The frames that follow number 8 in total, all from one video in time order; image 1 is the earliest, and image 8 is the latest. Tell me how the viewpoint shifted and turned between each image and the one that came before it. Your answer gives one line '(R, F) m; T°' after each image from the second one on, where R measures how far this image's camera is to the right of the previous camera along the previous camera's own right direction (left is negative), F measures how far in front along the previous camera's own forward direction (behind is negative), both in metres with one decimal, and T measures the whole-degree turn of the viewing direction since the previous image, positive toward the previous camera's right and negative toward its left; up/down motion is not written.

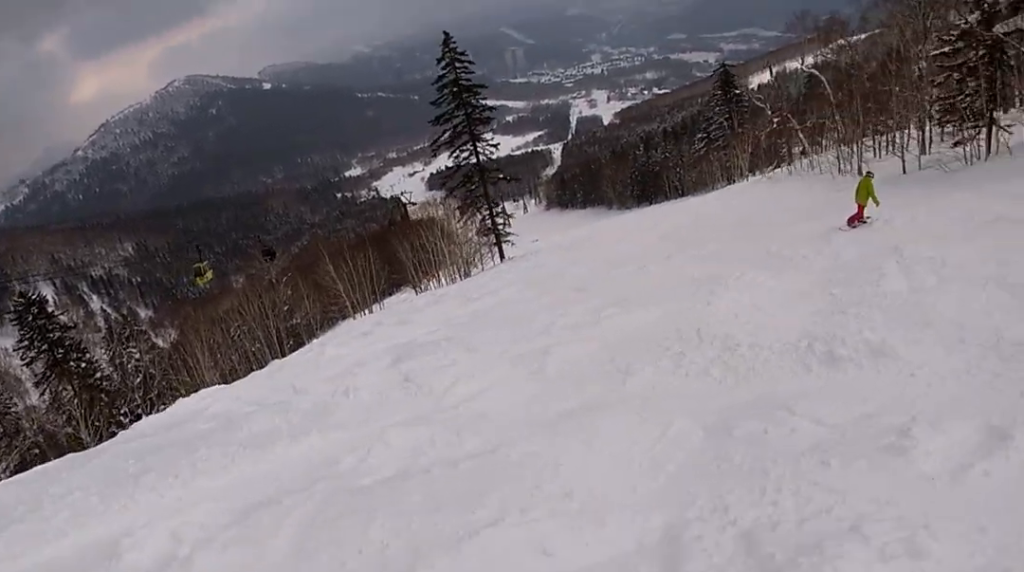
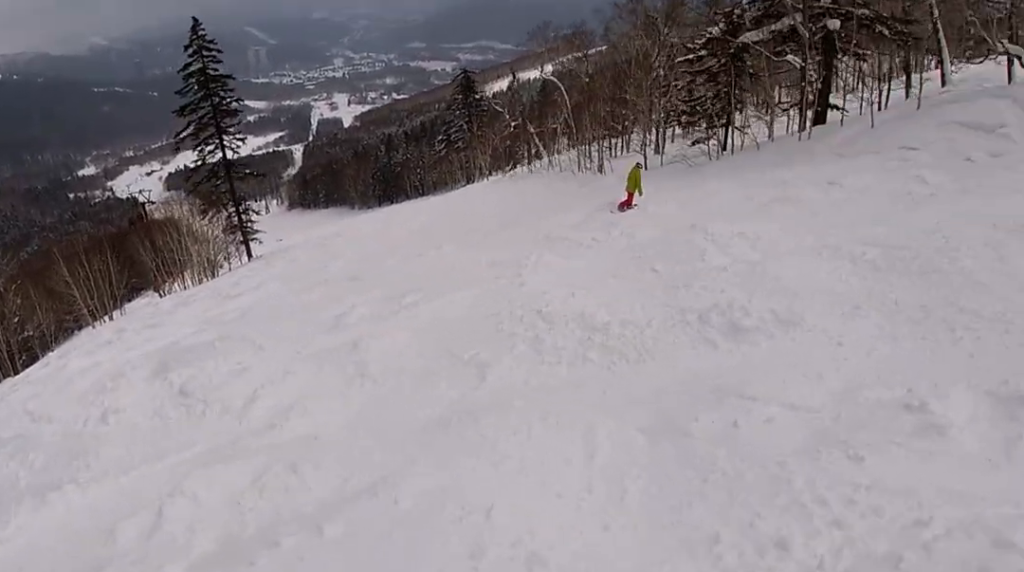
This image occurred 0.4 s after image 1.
(+0.2, +1.1) m; +12°
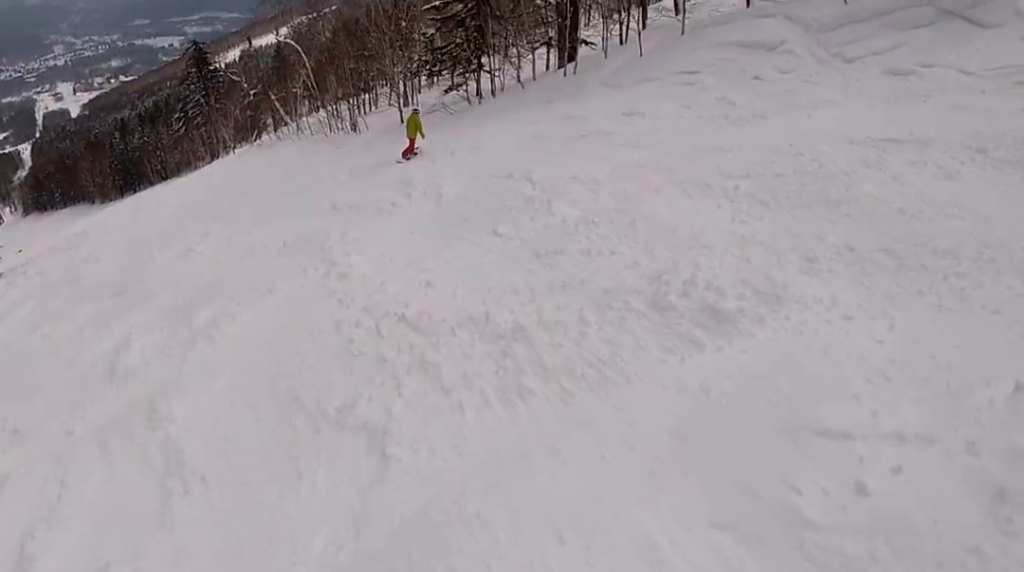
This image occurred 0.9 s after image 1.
(+0.2, +1.4) m; +13°
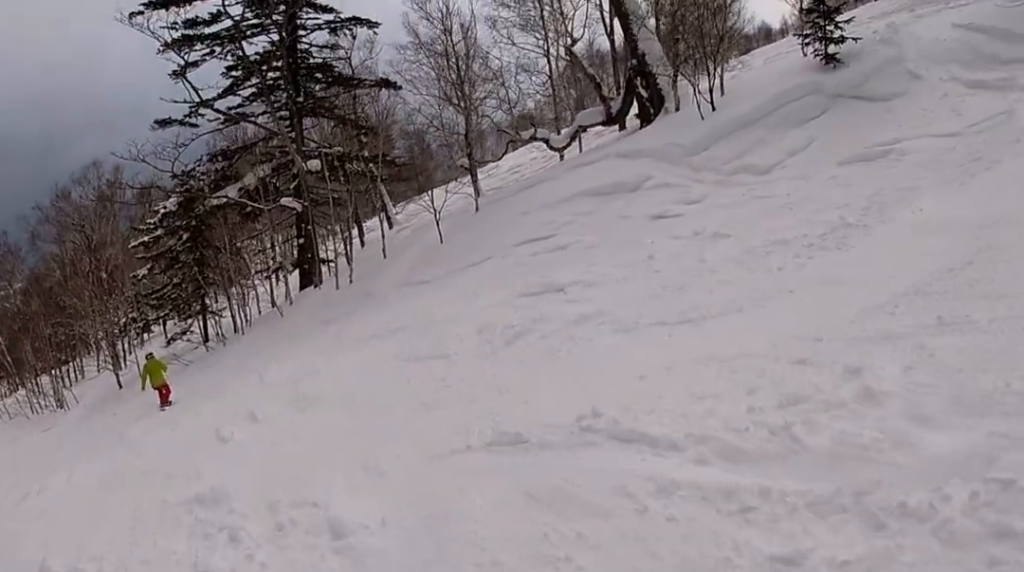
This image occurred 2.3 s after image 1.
(+1.0, +4.9) m; +15°
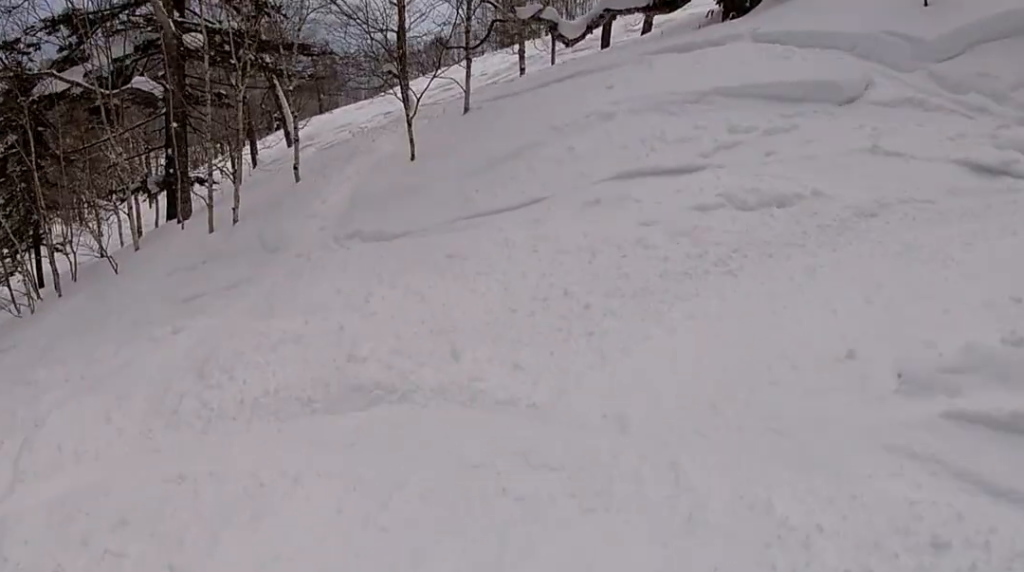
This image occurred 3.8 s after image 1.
(0.0, +5.0) m; -6°
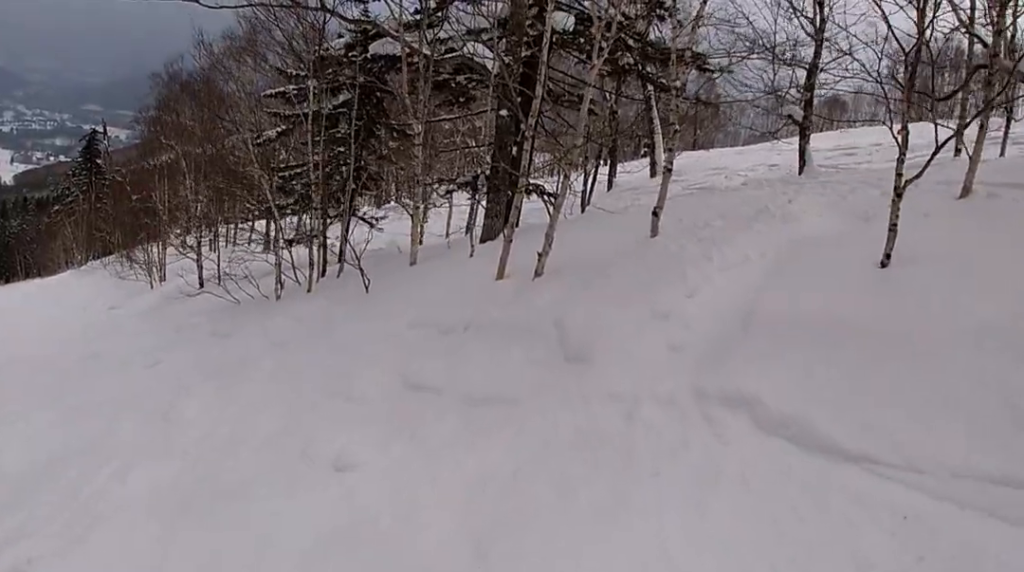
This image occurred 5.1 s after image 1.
(-0.5, +3.1) m; -34°
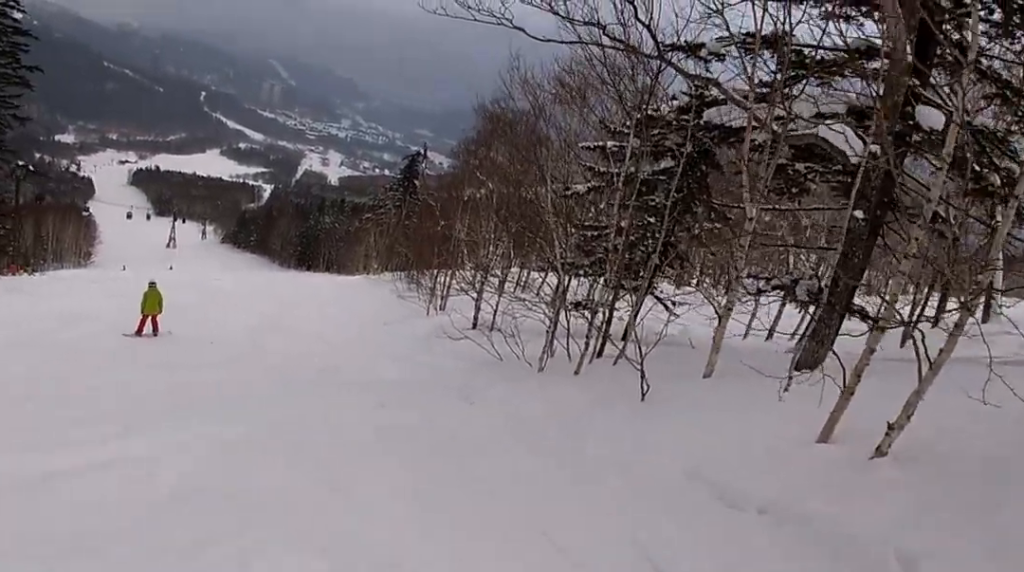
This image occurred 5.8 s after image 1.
(-0.4, +1.1) m; -27°
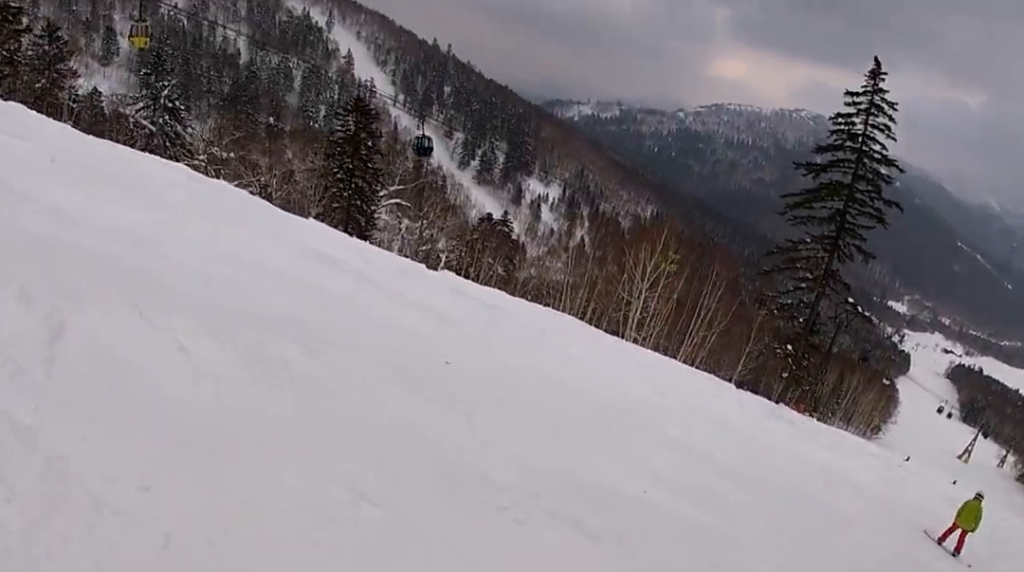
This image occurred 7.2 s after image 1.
(-1.1, +2.6) m; -38°
